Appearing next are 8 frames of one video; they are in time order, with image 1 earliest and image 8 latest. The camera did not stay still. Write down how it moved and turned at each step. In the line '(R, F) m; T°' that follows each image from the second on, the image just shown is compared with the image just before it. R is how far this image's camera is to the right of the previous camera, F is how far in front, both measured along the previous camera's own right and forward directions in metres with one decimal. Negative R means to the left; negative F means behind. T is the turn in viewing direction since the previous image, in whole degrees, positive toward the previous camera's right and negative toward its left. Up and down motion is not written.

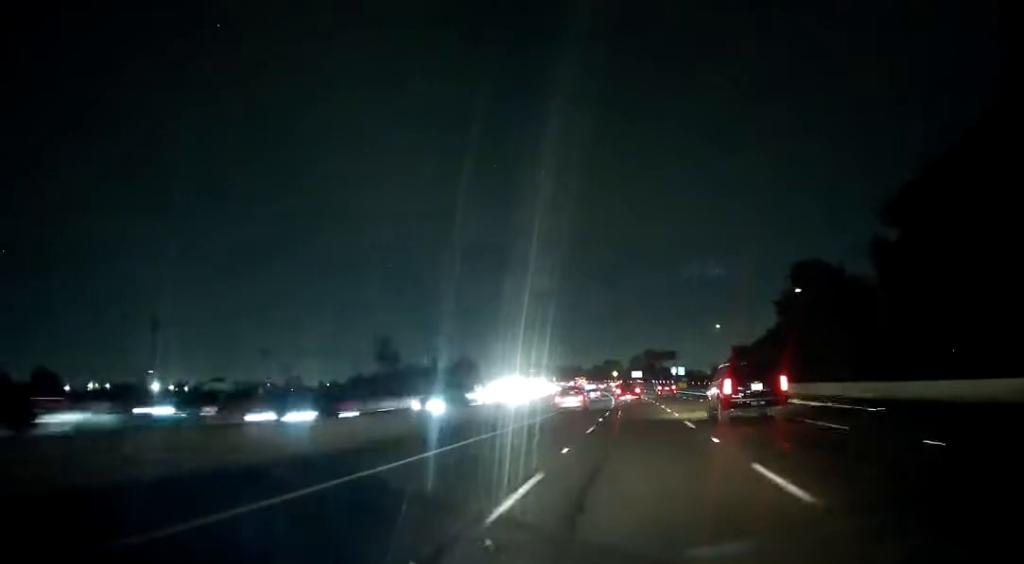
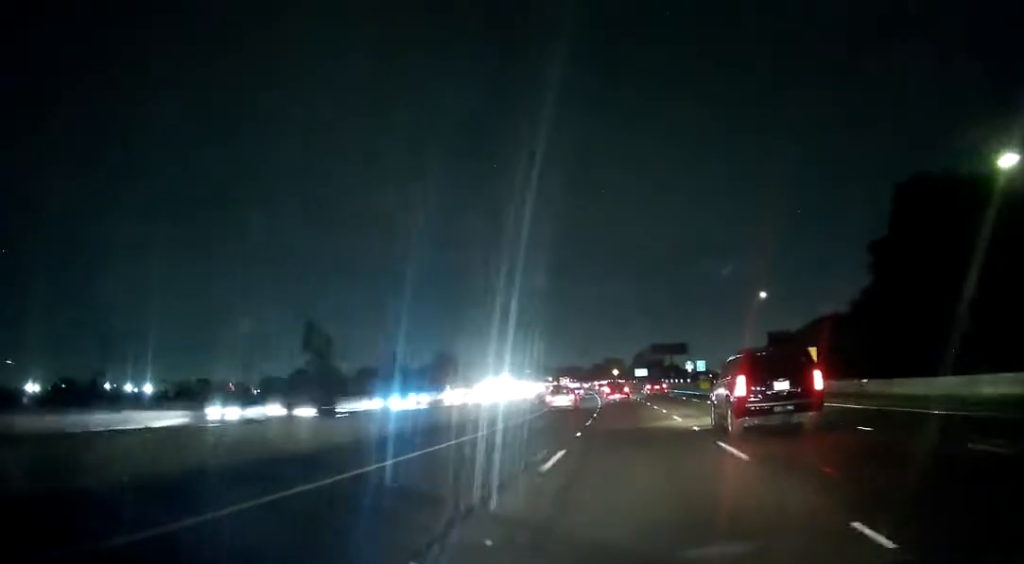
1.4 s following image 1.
(-0.1, +38.7) m; +1°
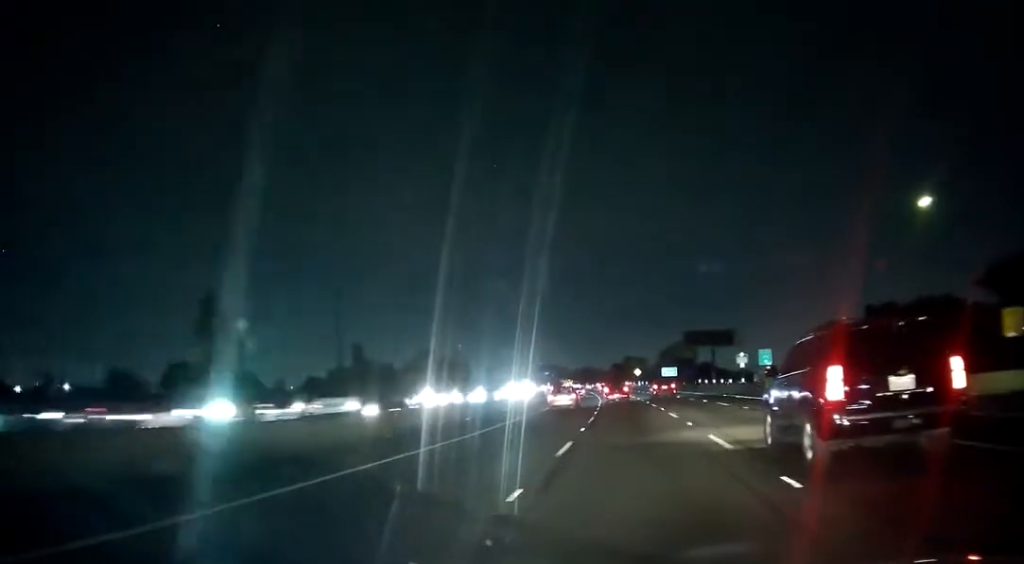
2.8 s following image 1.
(+0.7, +39.6) m; 0°
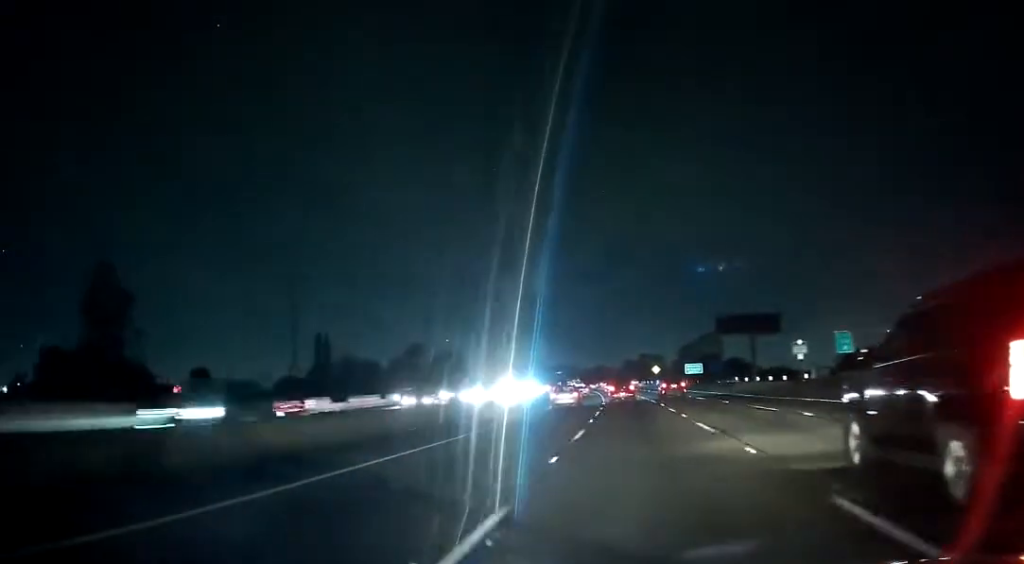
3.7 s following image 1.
(-0.2, +24.8) m; -2°
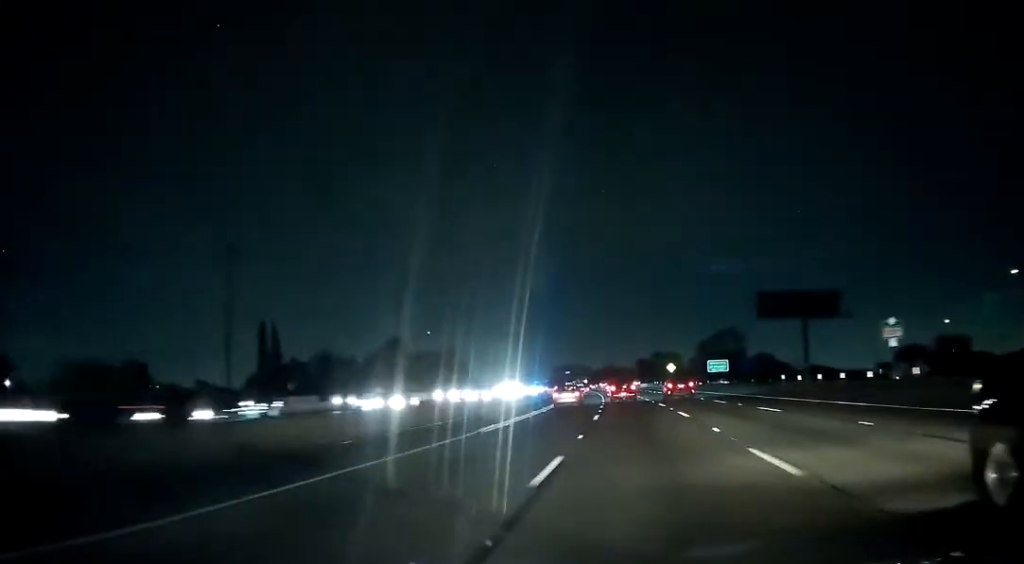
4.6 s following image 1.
(-0.3, +22.9) m; -2°
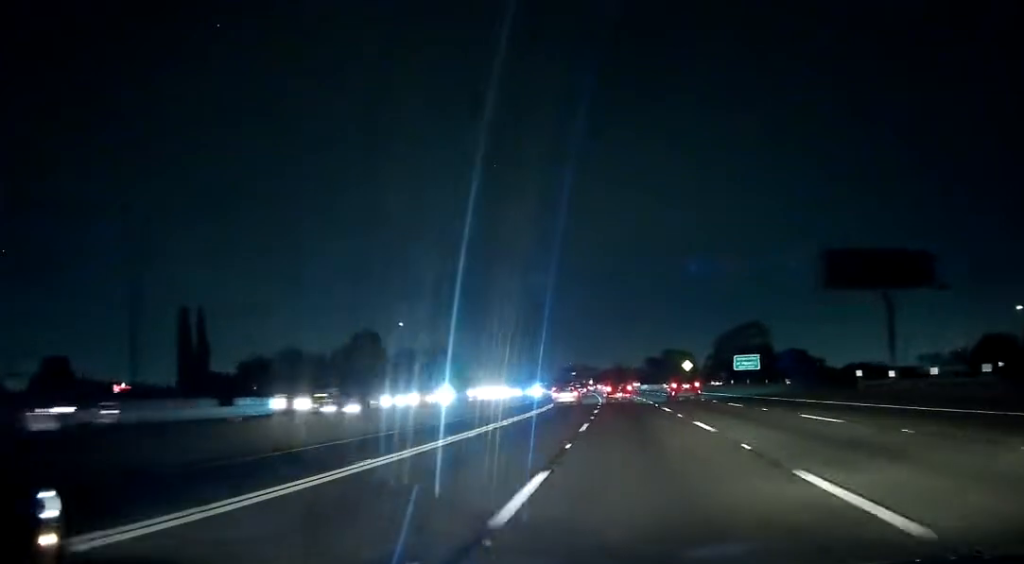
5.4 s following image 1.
(-0.4, +22.0) m; -2°
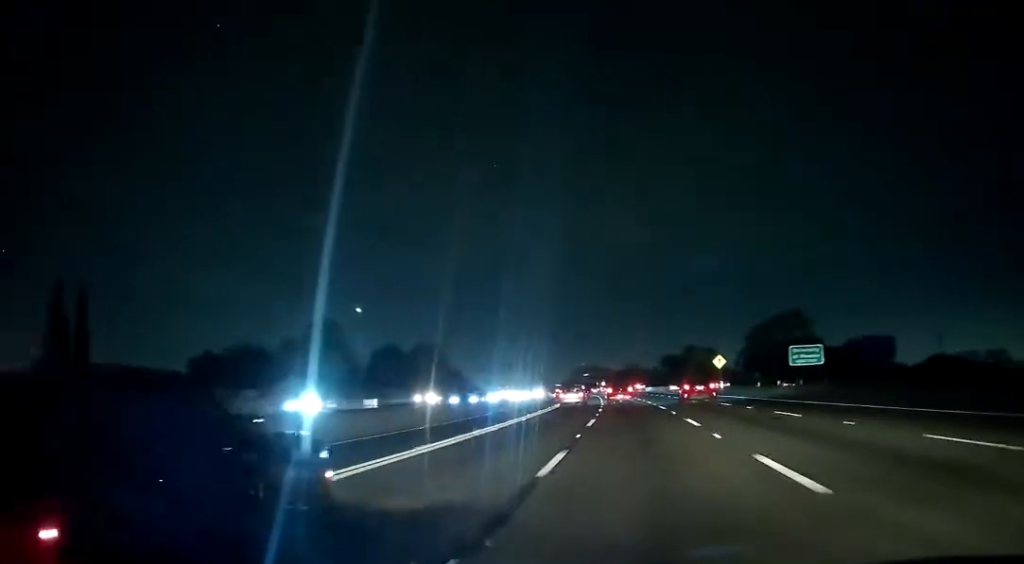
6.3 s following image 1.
(-0.4, +25.0) m; -1°
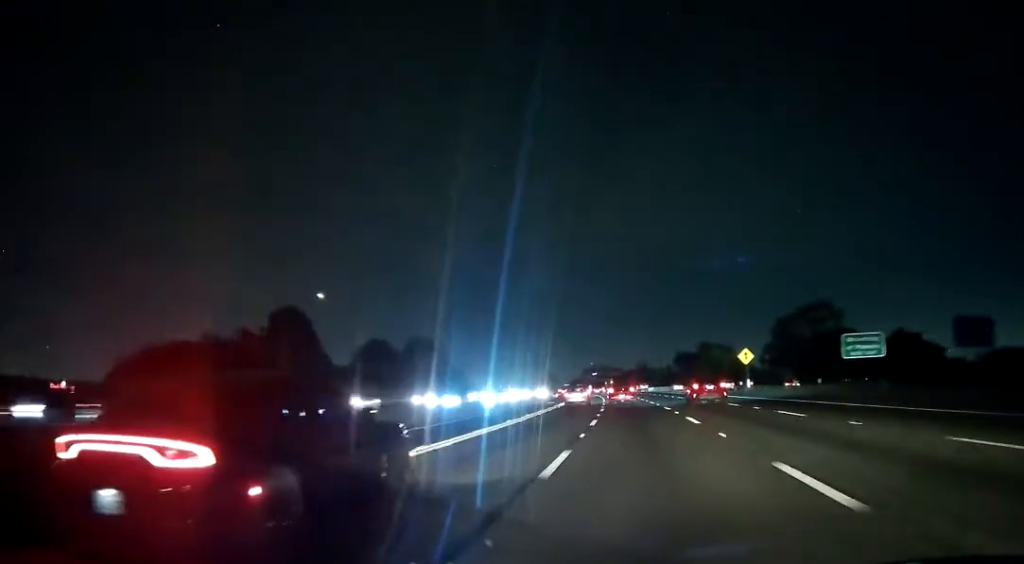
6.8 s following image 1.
(0.0, +14.2) m; -1°
